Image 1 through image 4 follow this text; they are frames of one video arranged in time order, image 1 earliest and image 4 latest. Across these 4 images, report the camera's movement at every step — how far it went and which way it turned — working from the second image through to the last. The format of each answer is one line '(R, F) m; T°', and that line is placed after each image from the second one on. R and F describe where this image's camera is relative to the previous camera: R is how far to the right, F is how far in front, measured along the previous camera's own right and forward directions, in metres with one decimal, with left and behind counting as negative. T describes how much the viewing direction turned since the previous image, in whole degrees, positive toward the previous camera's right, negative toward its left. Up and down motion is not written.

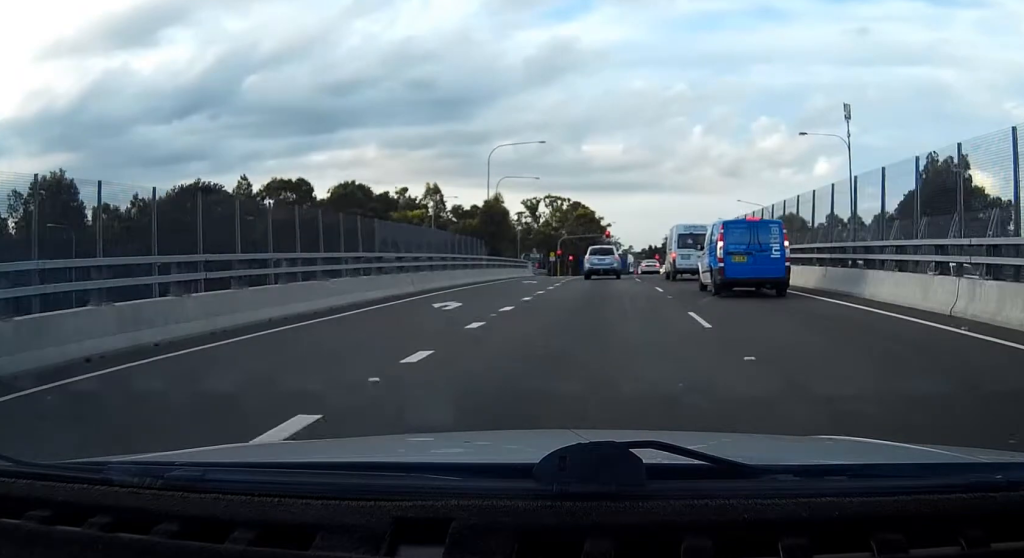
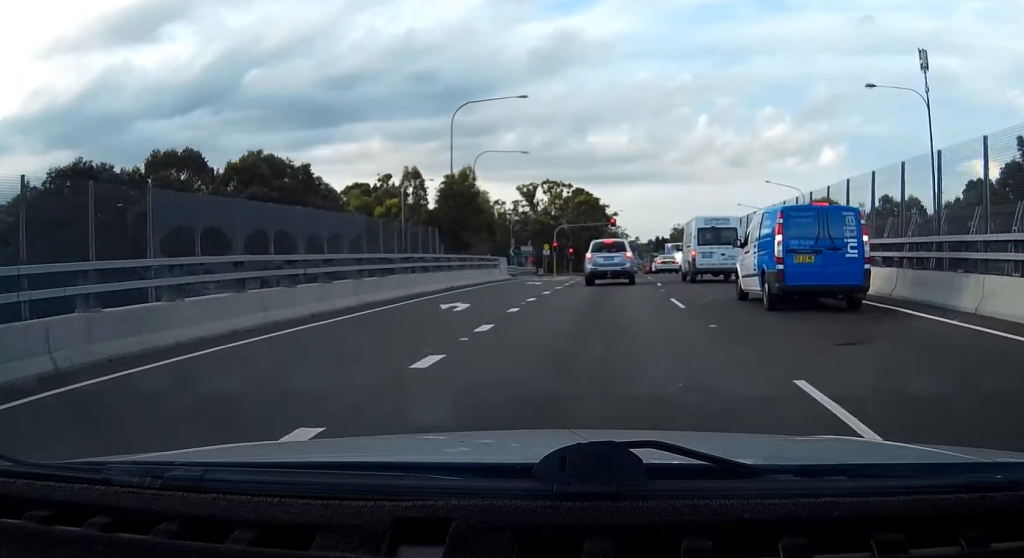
(-0.3, +20.9) m; -1°
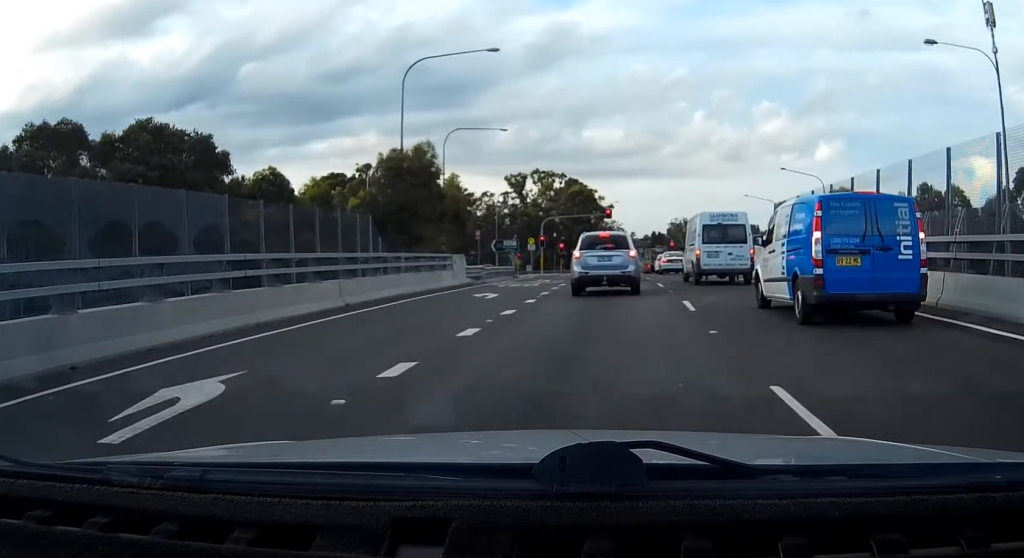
(+0.1, +12.6) m; 0°
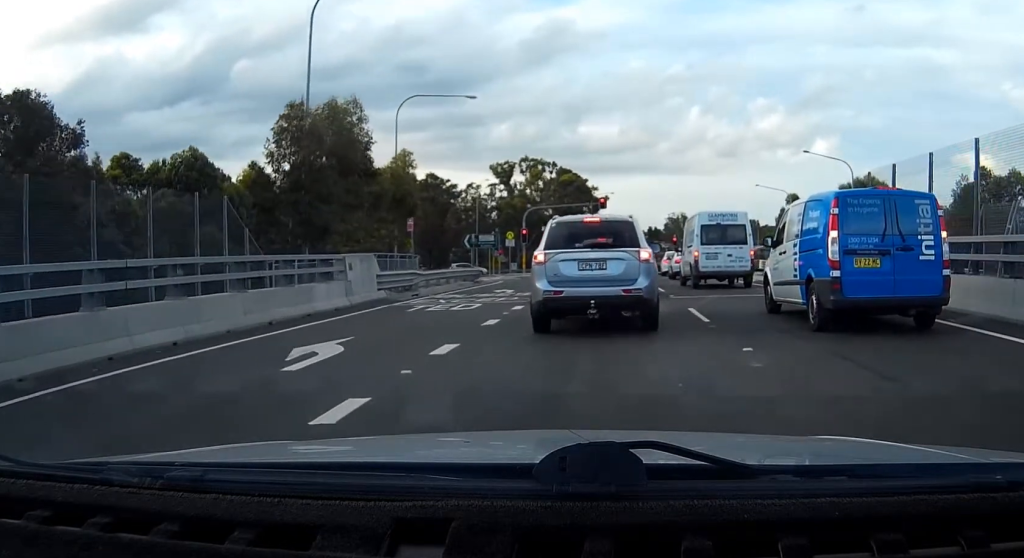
(-0.2, +13.7) m; -2°
